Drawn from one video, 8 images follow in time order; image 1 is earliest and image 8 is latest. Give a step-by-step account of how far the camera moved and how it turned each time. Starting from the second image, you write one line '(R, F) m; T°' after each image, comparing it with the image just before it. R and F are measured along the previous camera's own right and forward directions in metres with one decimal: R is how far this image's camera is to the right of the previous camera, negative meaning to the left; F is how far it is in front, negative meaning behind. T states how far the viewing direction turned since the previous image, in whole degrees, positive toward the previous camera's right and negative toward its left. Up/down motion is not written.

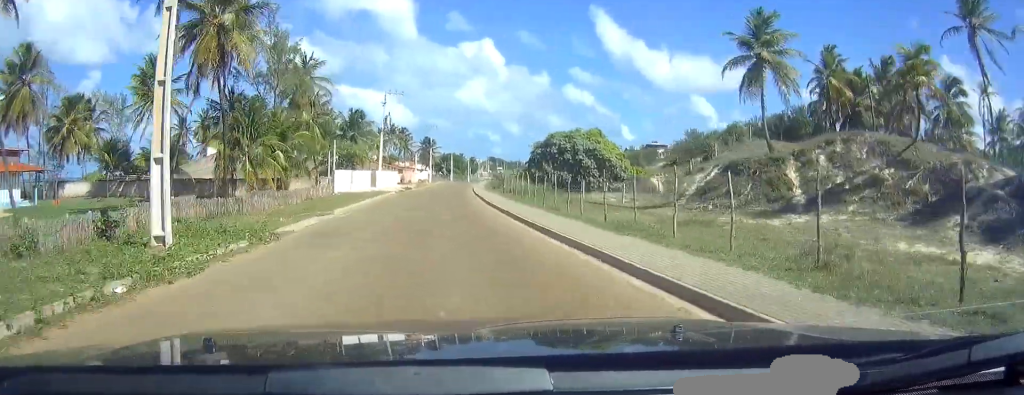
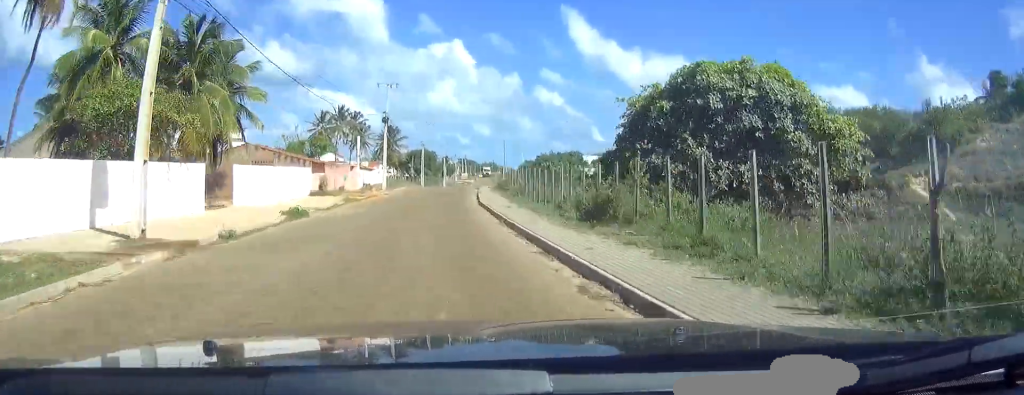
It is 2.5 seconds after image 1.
(+3.0, +45.7) m; +6°
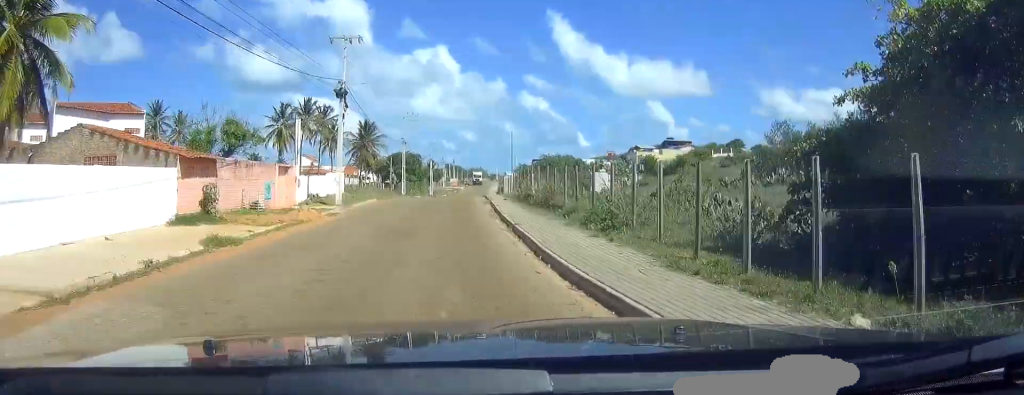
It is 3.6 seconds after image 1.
(+0.3, +20.3) m; +1°
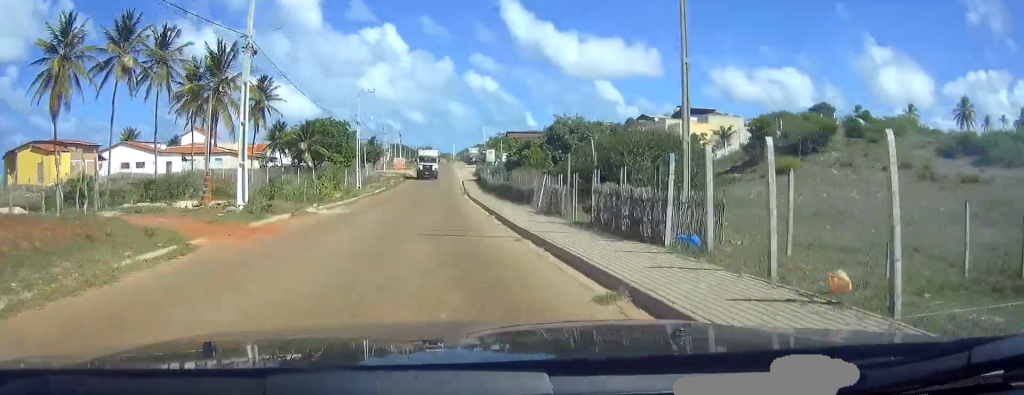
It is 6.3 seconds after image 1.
(+1.6, +50.3) m; +3°
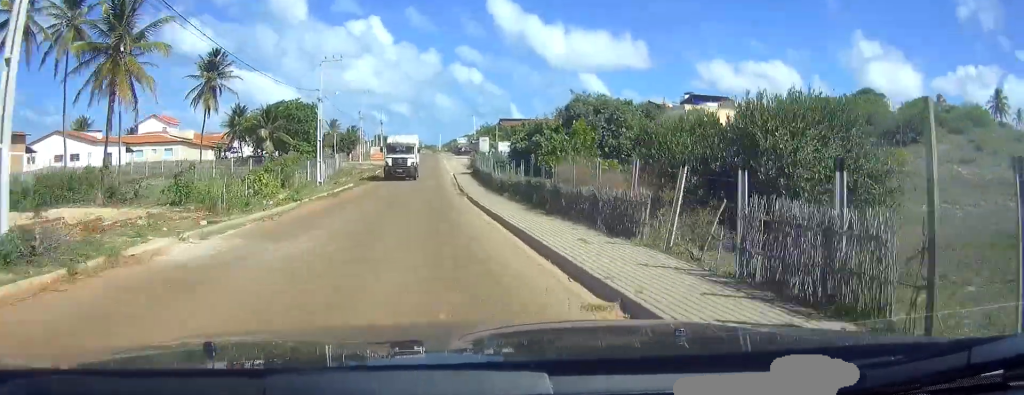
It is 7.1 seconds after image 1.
(+0.3, +15.4) m; +1°
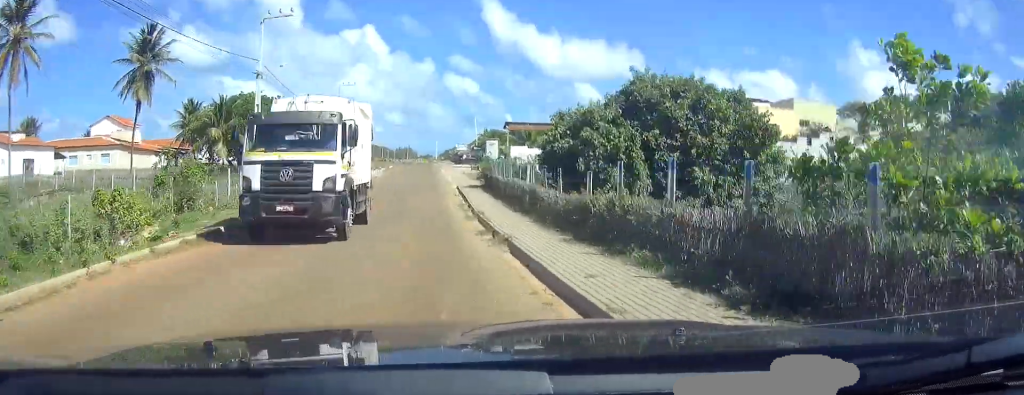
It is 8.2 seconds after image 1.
(0.0, +18.7) m; 0°
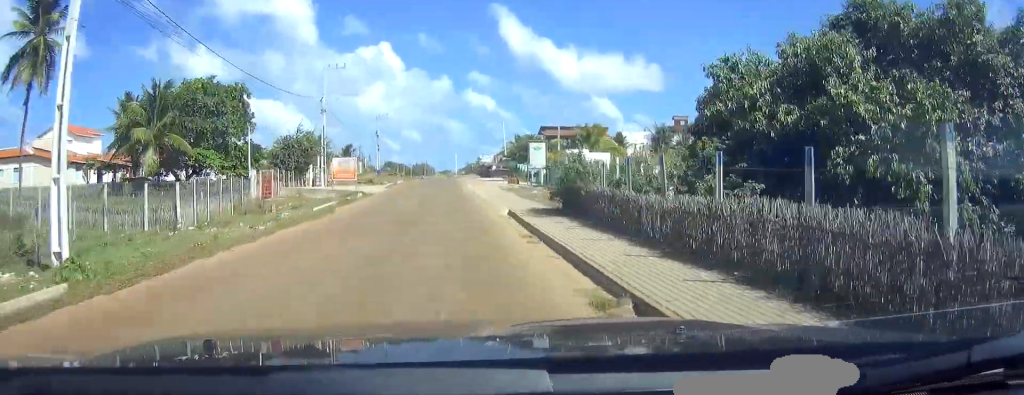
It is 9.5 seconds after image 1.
(0.0, +22.2) m; 0°
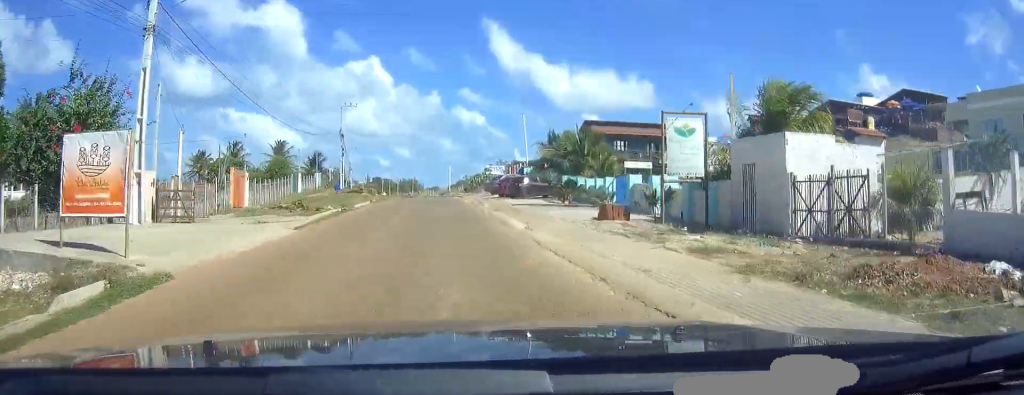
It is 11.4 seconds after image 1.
(0.0, +34.3) m; 0°
